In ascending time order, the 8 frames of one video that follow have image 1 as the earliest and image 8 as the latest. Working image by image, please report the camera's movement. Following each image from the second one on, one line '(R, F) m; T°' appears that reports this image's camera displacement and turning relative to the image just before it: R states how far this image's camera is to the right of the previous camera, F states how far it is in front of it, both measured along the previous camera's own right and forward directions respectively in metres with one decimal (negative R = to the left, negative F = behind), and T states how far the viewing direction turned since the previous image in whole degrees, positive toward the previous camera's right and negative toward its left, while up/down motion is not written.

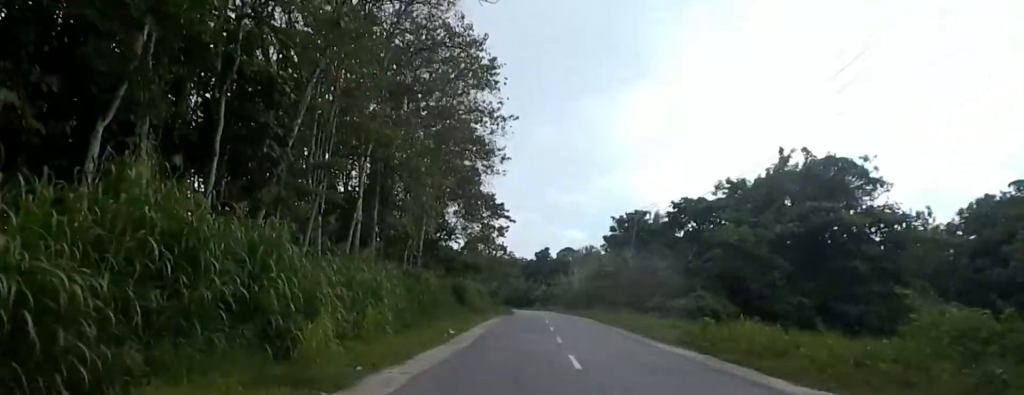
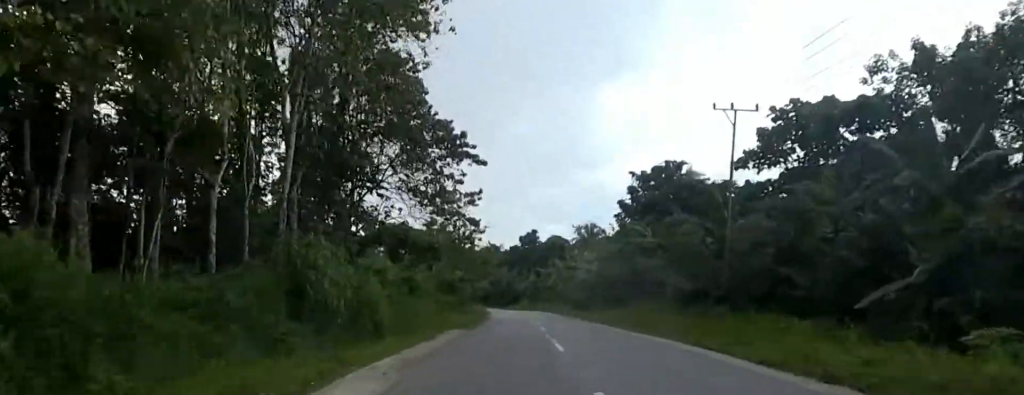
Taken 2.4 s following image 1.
(+3.1, +28.1) m; +6°
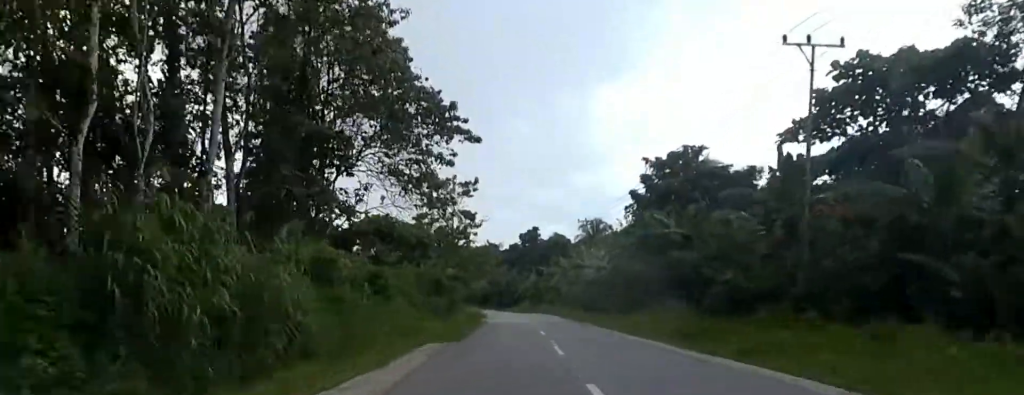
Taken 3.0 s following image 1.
(-0.7, +6.6) m; -4°
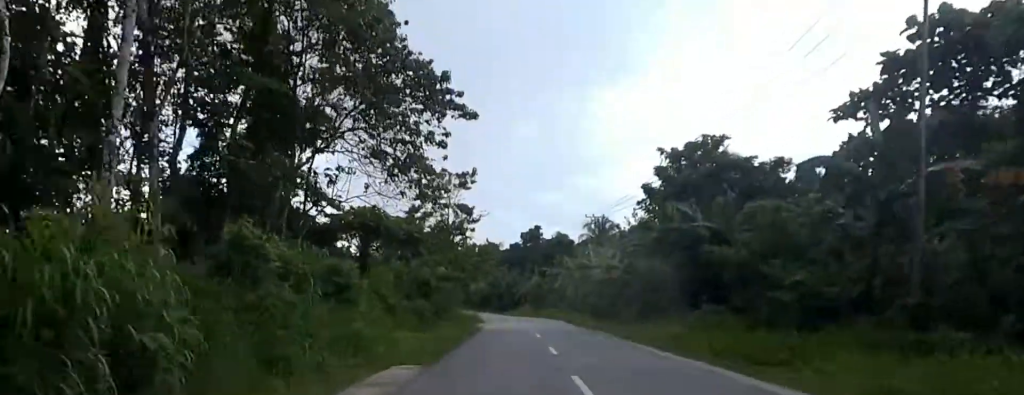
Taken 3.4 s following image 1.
(-0.2, +5.2) m; 0°
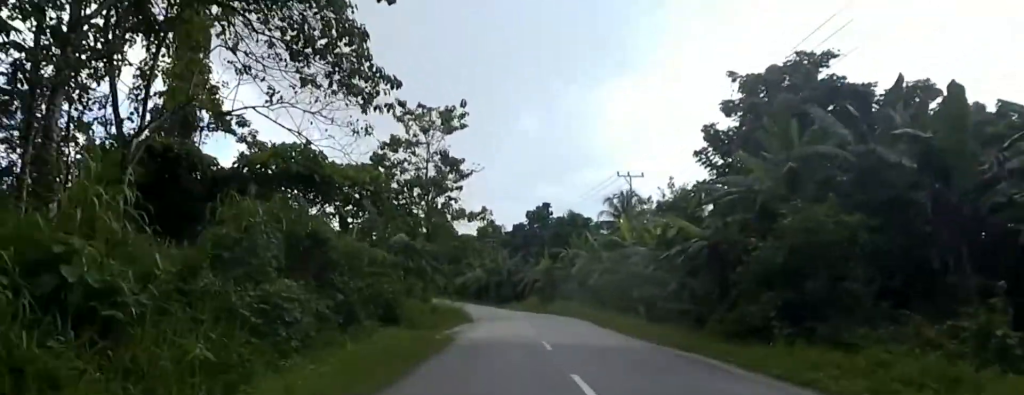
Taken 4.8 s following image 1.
(+1.2, +15.9) m; +6°
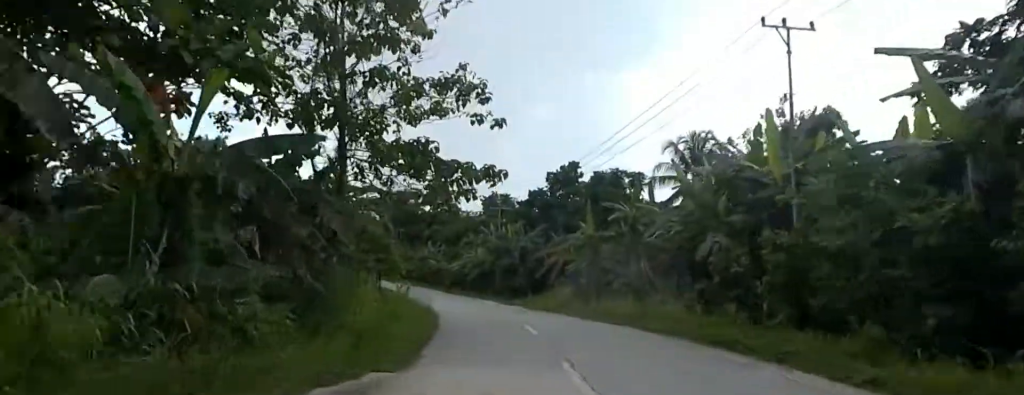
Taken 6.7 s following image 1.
(-1.3, +22.0) m; -7°
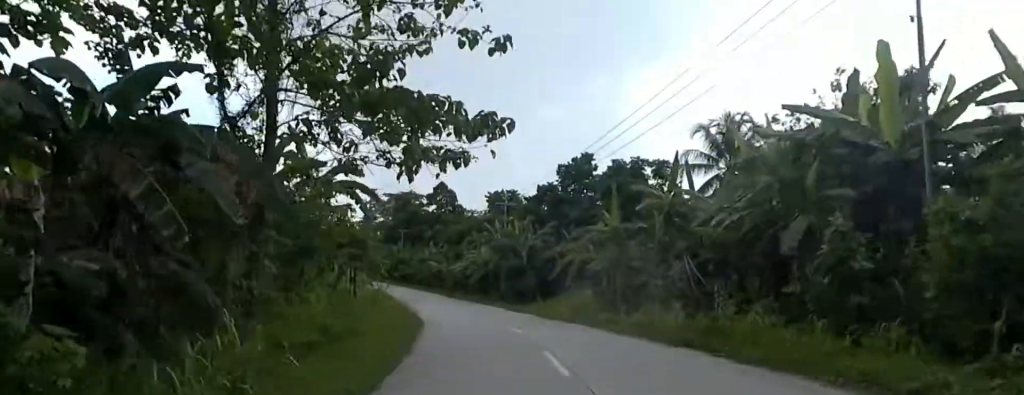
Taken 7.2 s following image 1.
(0.0, +5.6) m; 0°
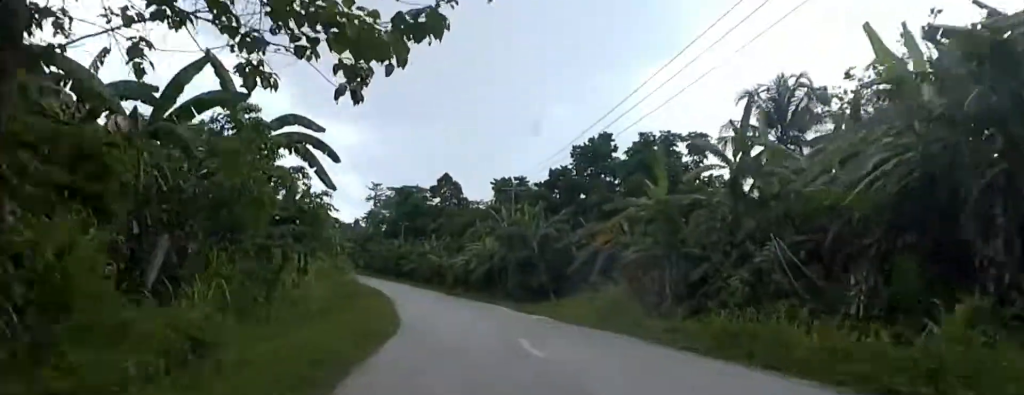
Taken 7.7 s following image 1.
(0.0, +6.5) m; -1°
